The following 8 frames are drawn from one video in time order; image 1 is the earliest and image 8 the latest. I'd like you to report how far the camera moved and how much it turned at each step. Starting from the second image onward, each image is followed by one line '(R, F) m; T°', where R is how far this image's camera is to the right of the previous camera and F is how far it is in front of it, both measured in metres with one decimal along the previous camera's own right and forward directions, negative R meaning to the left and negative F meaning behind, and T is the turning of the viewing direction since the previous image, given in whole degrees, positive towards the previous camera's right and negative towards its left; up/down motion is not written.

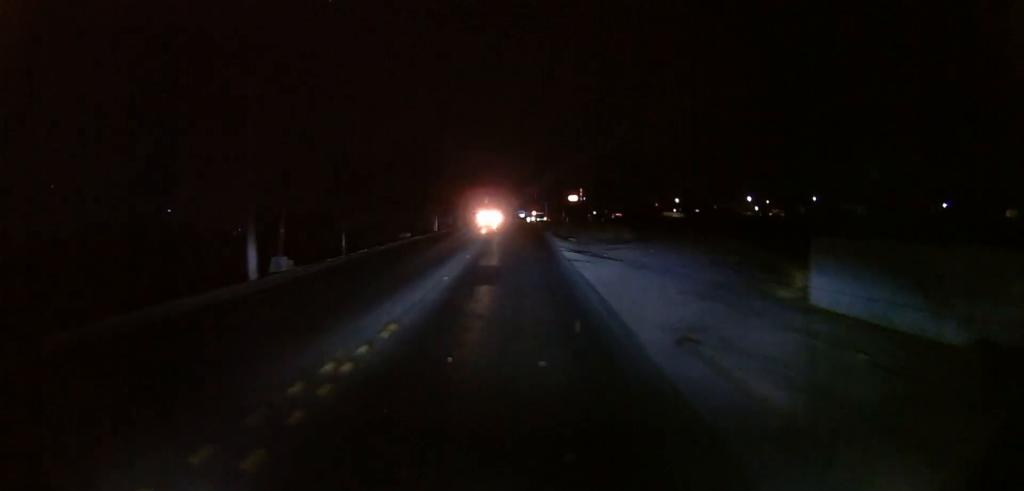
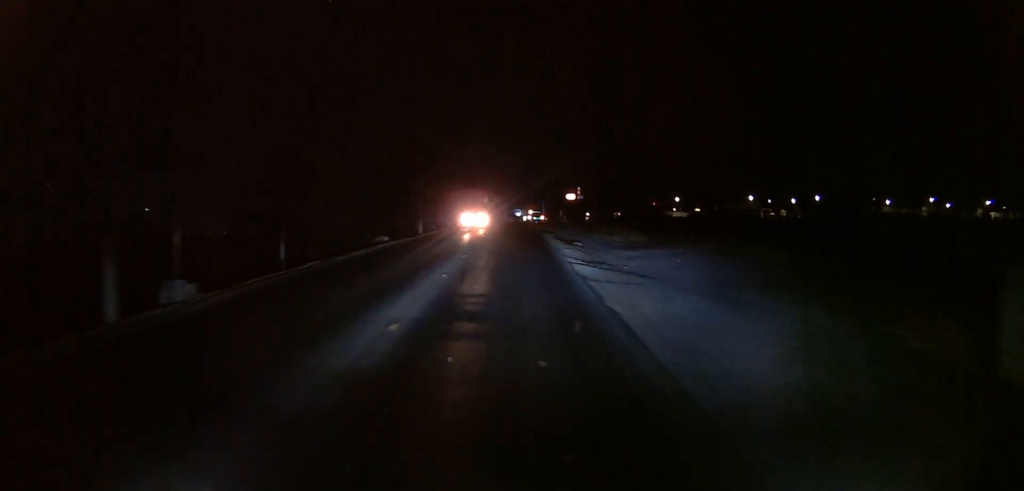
(0.0, +6.9) m; 0°
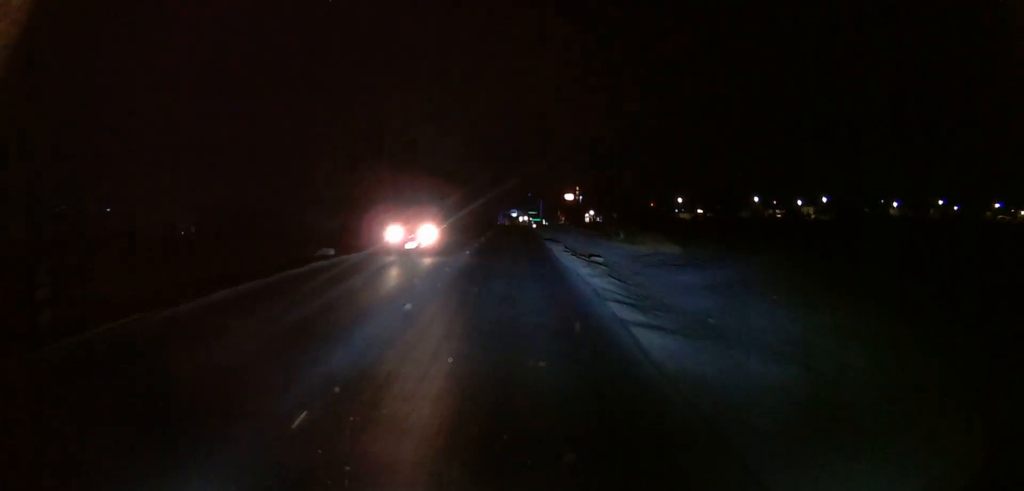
(0.0, +11.2) m; 0°
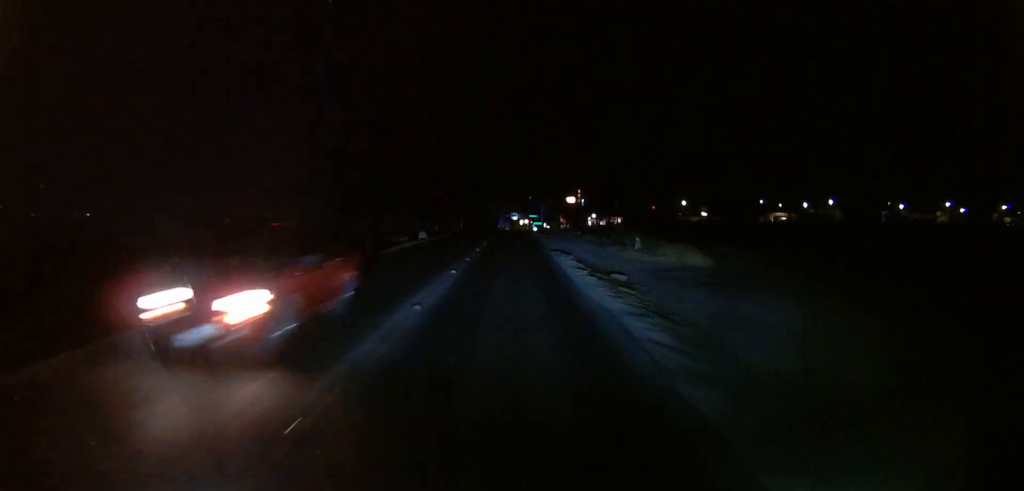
(0.0, +5.9) m; 0°
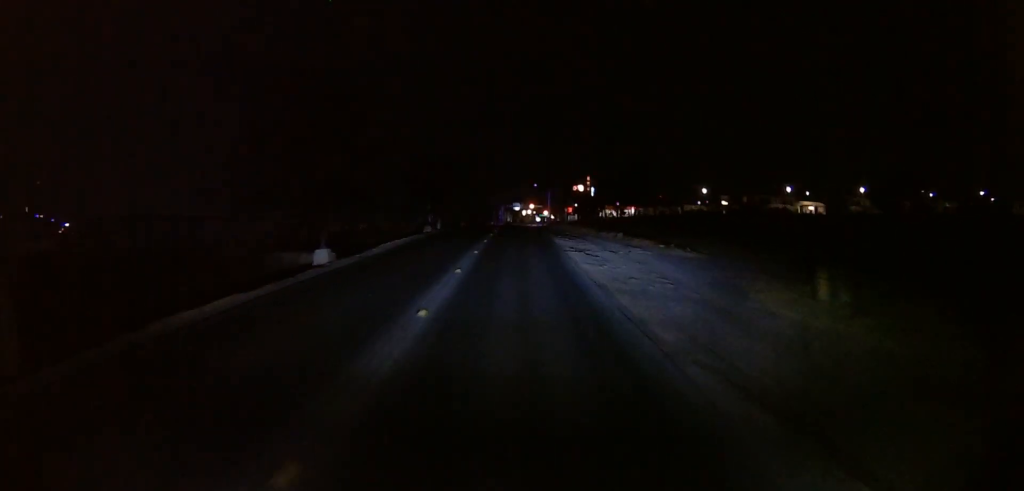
(0.0, +26.2) m; +1°
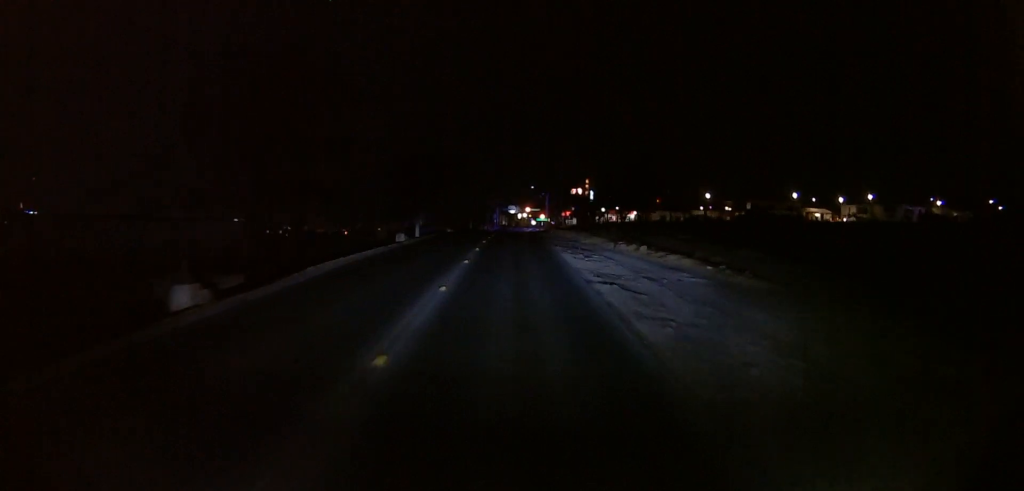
(0.0, +9.3) m; 0°
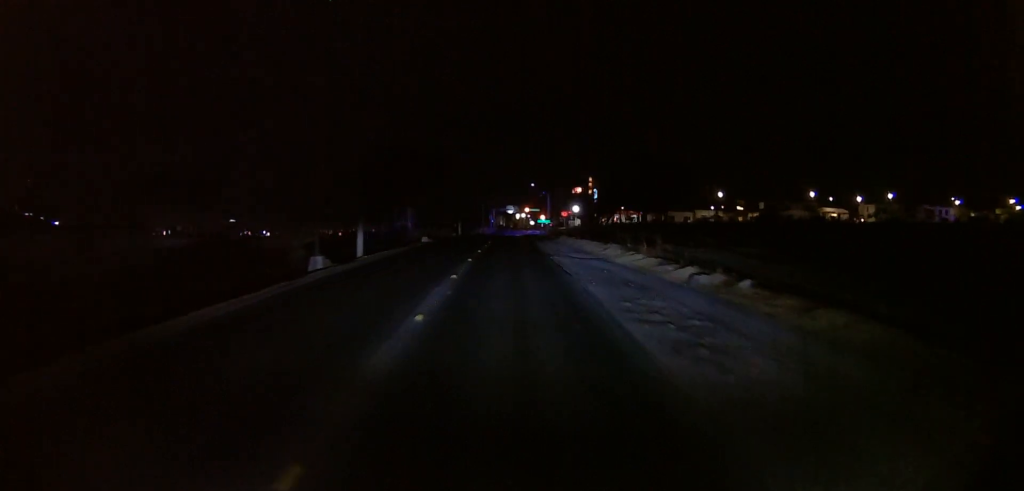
(-0.2, +16.3) m; -1°
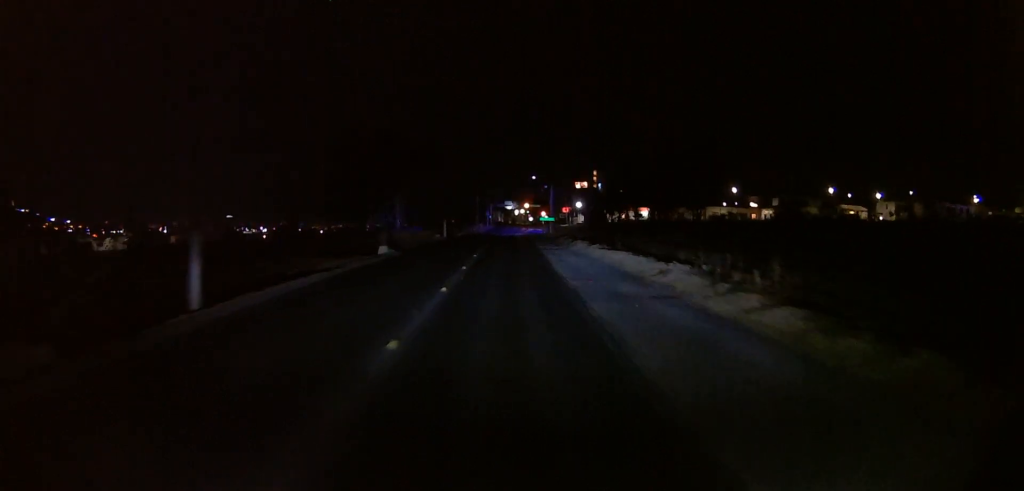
(+0.3, +15.2) m; +2°
